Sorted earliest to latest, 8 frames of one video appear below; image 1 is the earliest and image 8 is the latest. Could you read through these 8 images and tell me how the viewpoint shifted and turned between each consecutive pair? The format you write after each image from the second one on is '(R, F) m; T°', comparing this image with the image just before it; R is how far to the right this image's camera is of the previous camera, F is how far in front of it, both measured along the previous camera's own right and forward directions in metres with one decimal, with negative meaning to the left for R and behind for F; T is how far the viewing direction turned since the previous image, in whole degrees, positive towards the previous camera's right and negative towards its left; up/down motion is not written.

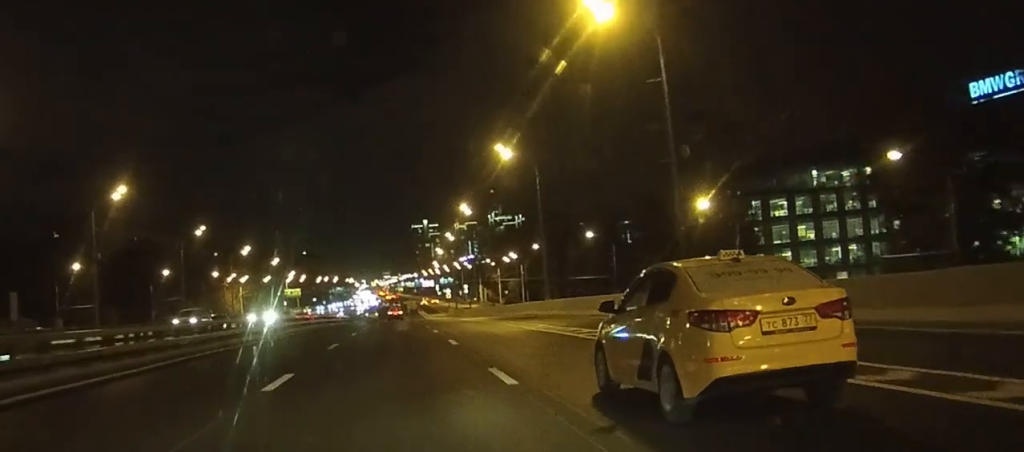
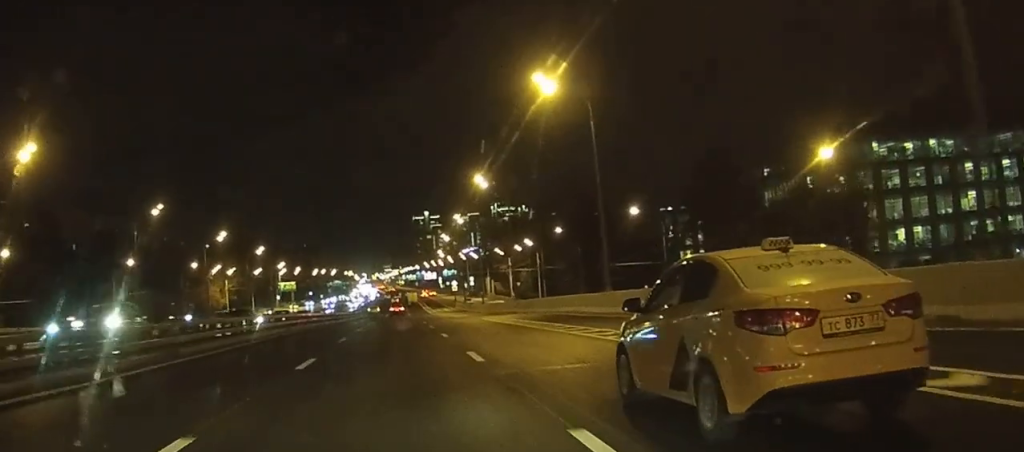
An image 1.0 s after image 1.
(0.0, +19.5) m; 0°
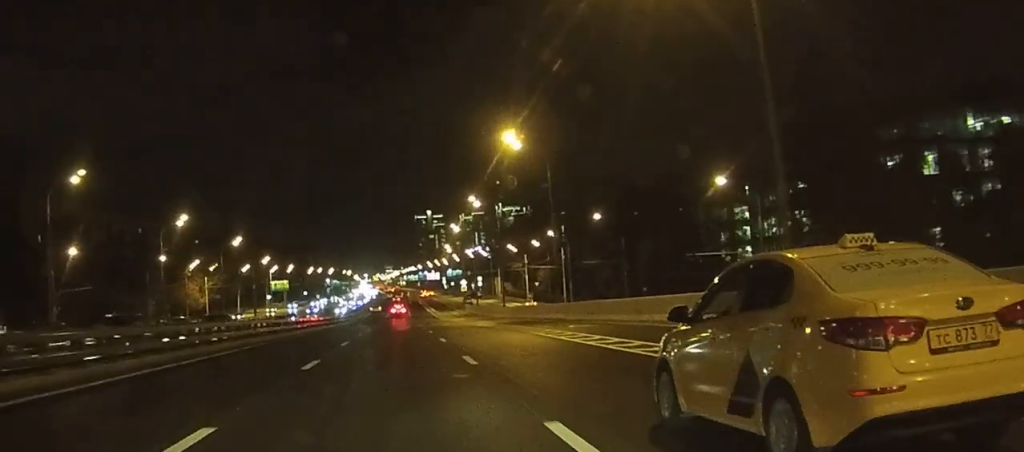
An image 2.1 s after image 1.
(0.0, +22.8) m; 0°
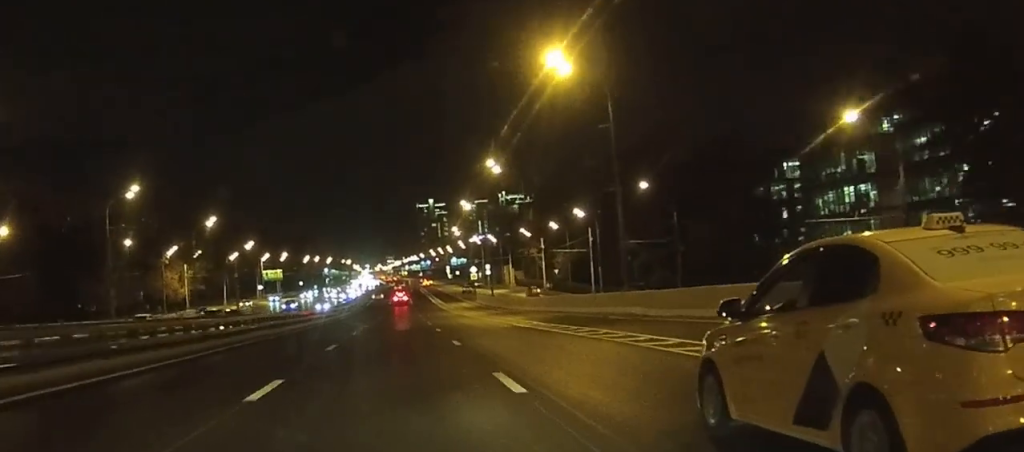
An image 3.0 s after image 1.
(0.0, +18.7) m; 0°
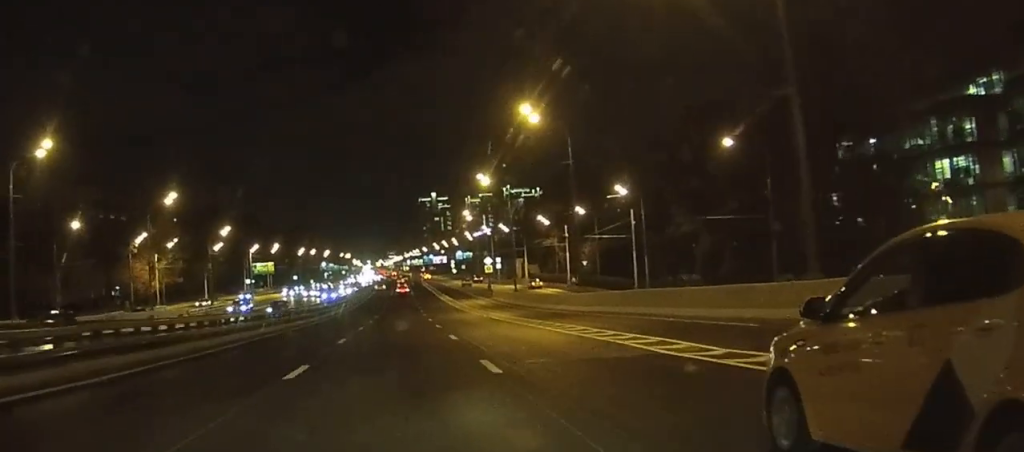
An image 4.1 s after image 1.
(+0.1, +20.6) m; 0°
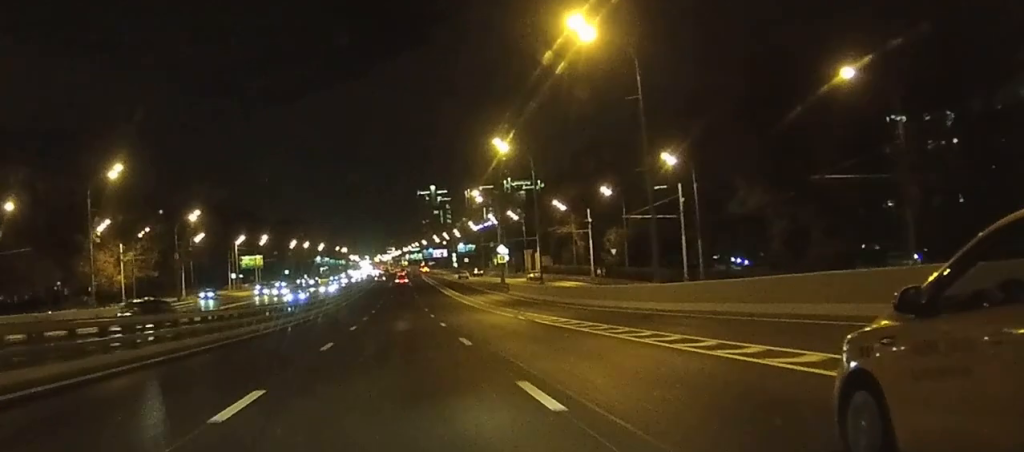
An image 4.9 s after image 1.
(0.0, +17.3) m; 0°
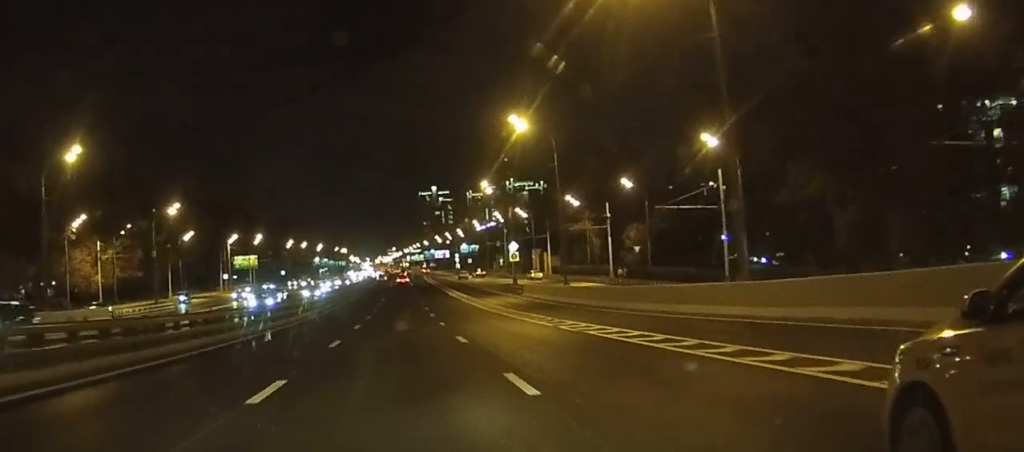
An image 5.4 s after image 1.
(0.0, +10.0) m; 0°
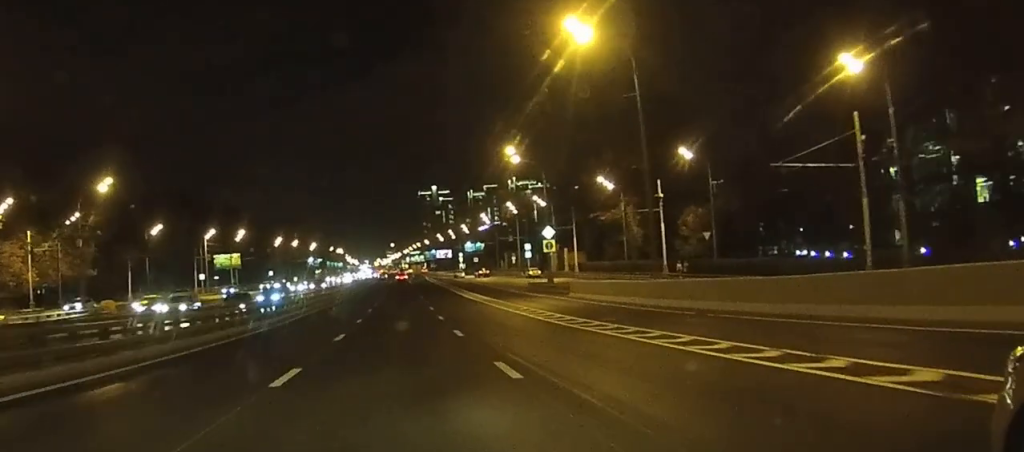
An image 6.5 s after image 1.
(-0.1, +22.0) m; 0°
